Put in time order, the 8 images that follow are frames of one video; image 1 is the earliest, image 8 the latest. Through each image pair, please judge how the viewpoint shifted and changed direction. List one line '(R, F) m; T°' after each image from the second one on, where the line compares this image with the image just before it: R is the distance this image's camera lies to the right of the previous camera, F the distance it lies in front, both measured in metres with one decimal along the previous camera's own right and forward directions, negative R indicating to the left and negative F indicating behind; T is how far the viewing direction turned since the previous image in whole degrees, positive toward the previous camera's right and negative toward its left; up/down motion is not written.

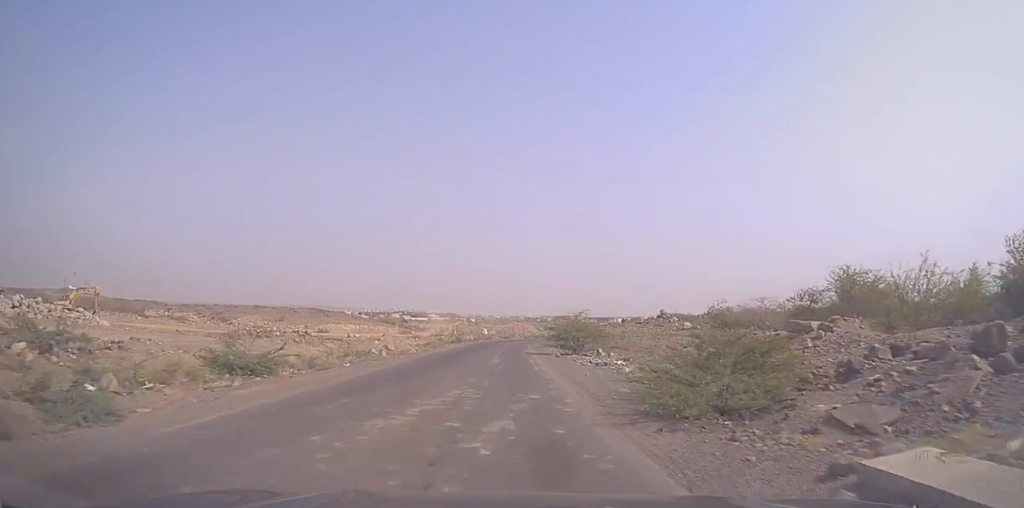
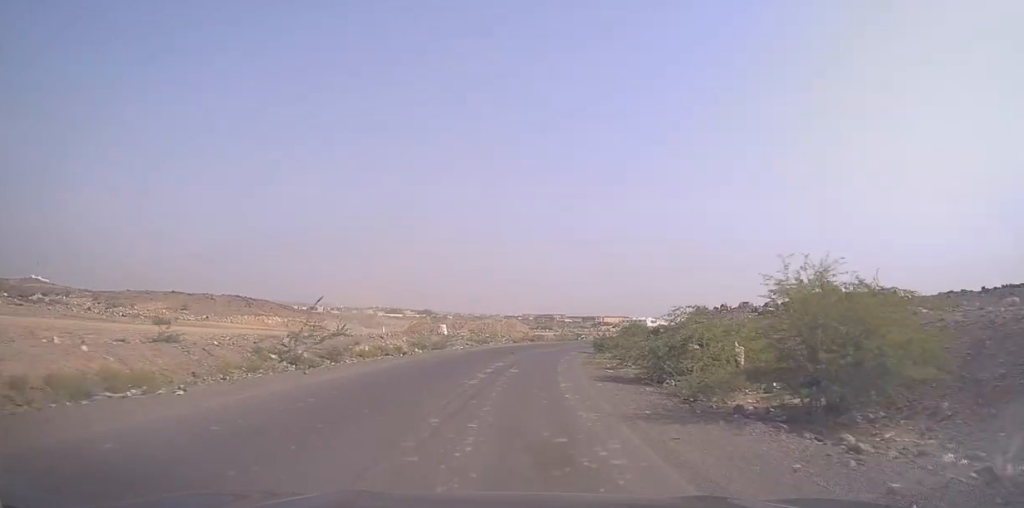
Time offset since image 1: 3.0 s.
(-0.6, +53.9) m; 0°
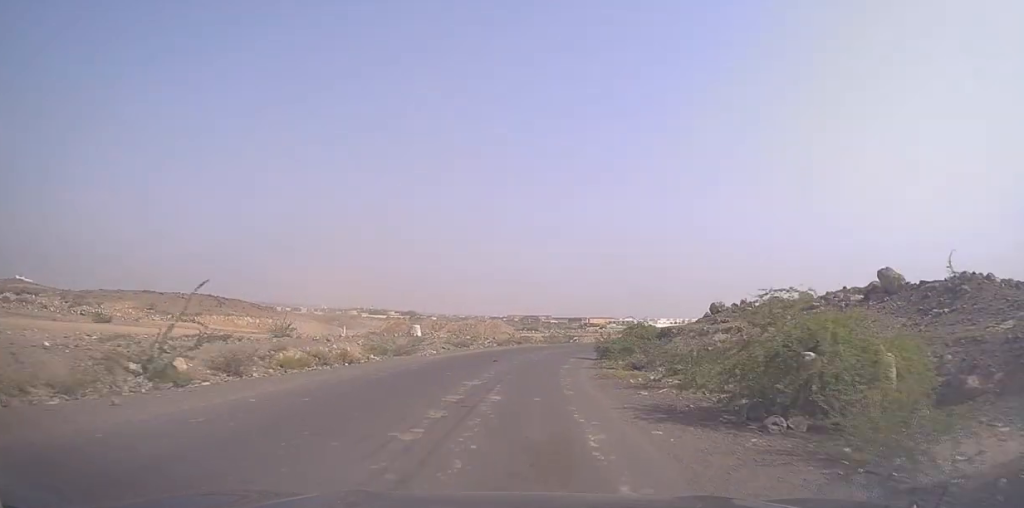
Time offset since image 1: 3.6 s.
(+0.1, +9.2) m; +1°
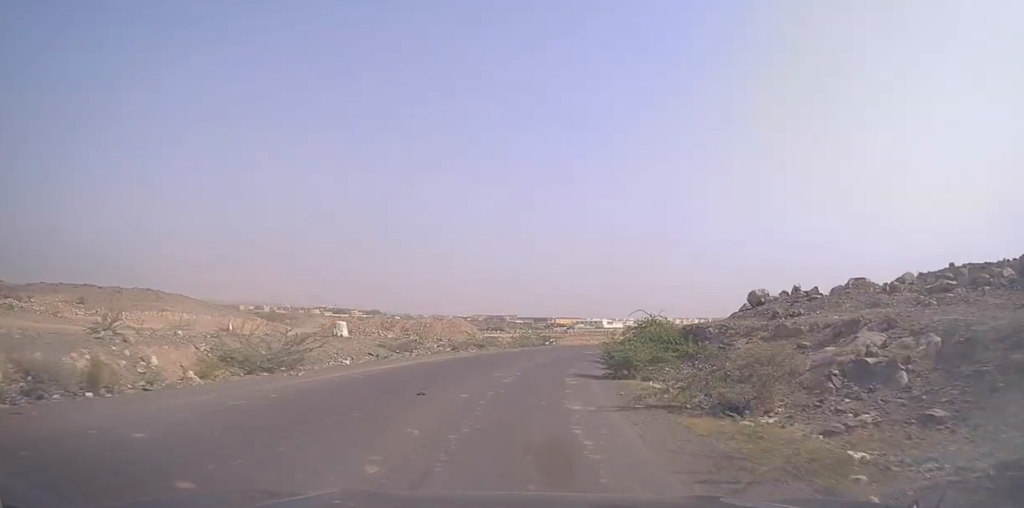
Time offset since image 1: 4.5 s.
(+0.1, +16.0) m; +2°
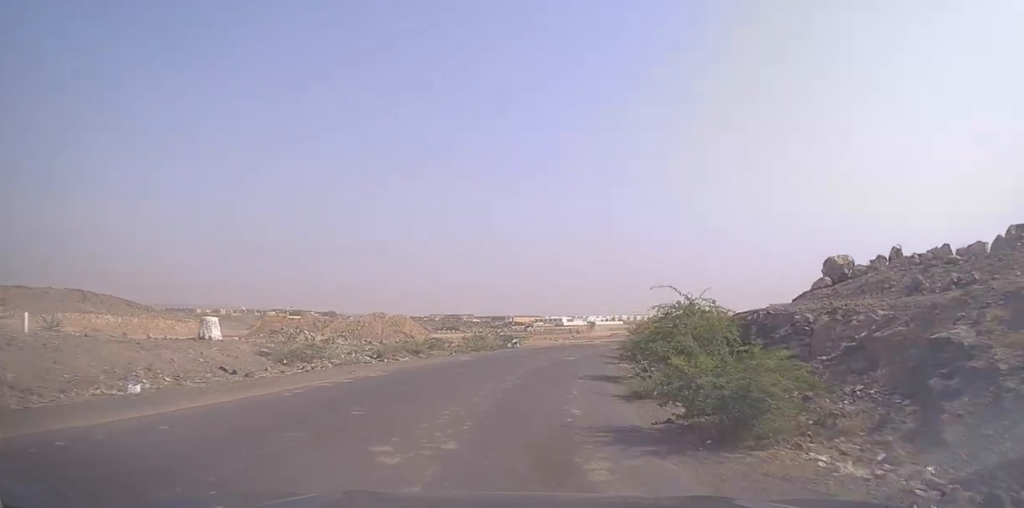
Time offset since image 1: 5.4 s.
(+0.3, +14.7) m; +2°
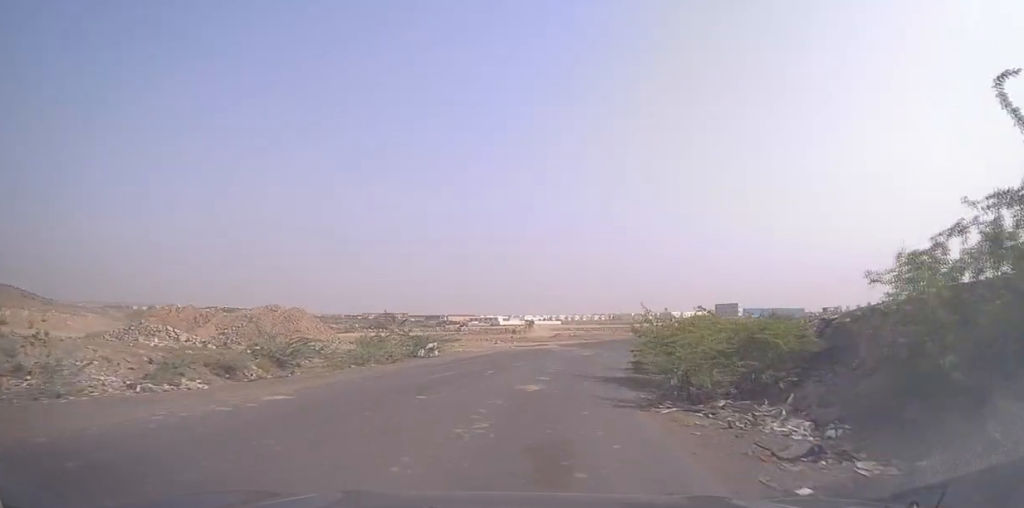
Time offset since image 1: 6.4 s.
(+0.5, +18.0) m; +5°
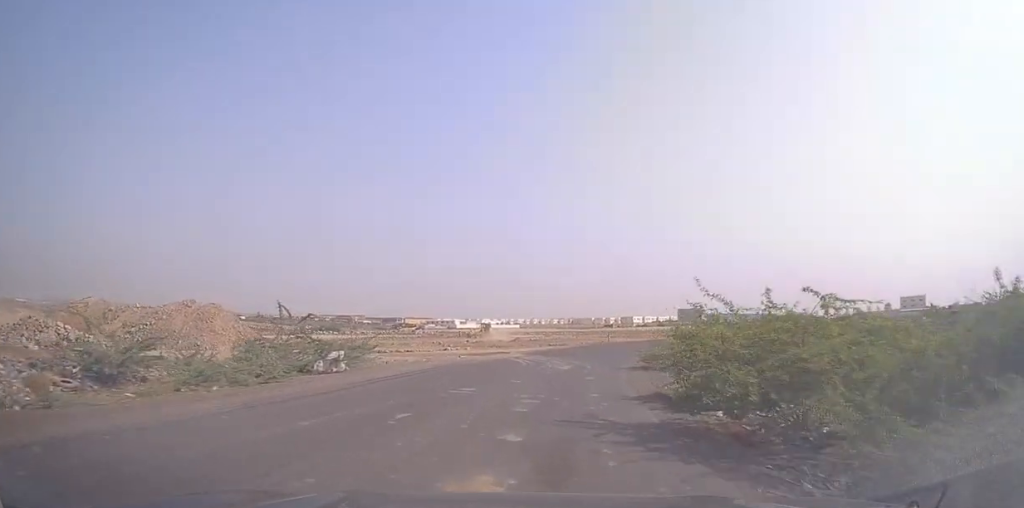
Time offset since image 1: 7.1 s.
(+0.5, +10.5) m; +4°
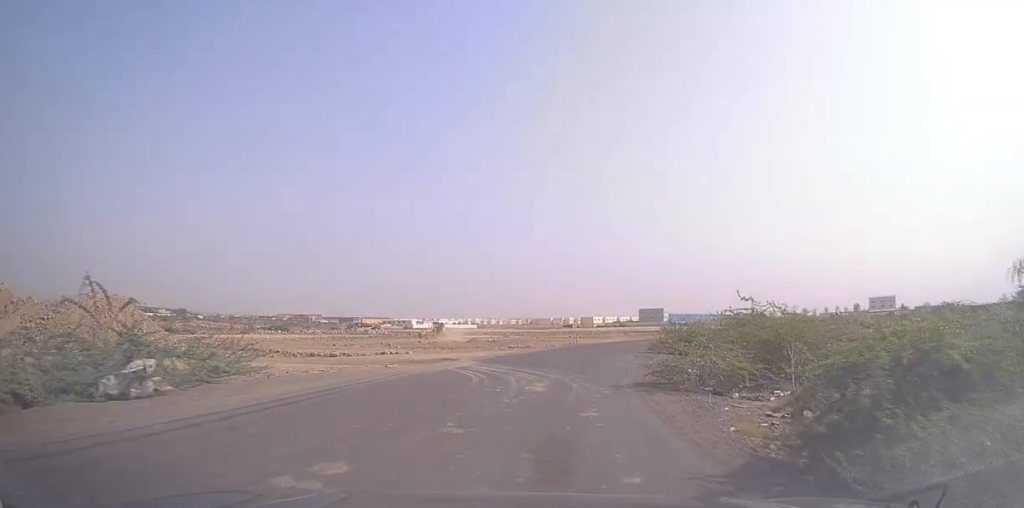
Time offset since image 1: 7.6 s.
(+0.3, +9.3) m; +4°
